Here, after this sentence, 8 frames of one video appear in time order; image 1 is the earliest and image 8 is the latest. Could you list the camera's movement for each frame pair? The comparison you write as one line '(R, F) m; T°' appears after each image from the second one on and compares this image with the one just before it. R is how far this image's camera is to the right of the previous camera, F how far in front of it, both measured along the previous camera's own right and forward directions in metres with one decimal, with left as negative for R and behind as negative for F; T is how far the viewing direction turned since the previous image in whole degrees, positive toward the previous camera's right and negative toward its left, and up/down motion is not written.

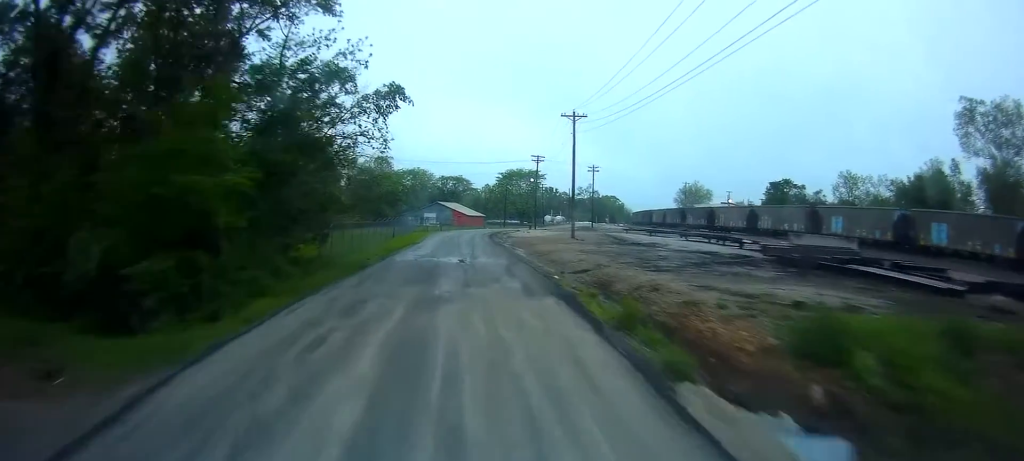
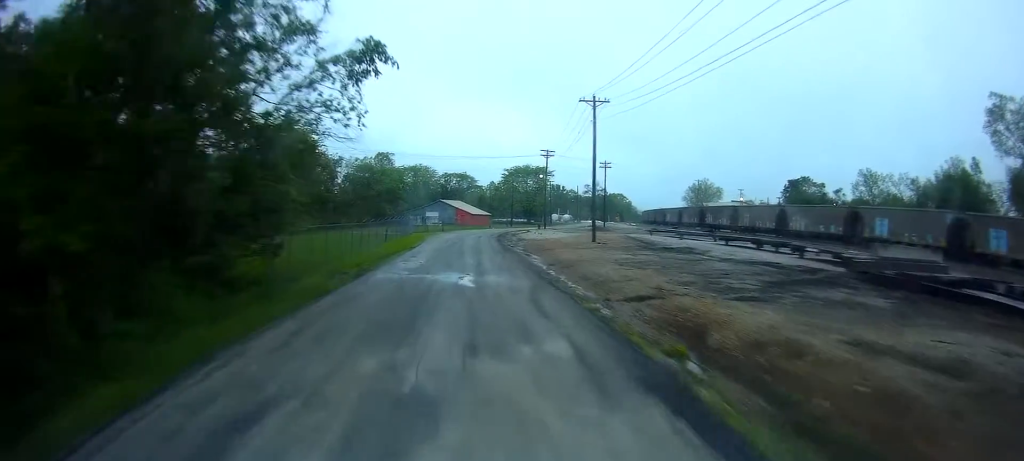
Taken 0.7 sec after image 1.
(-0.3, +7.4) m; -2°
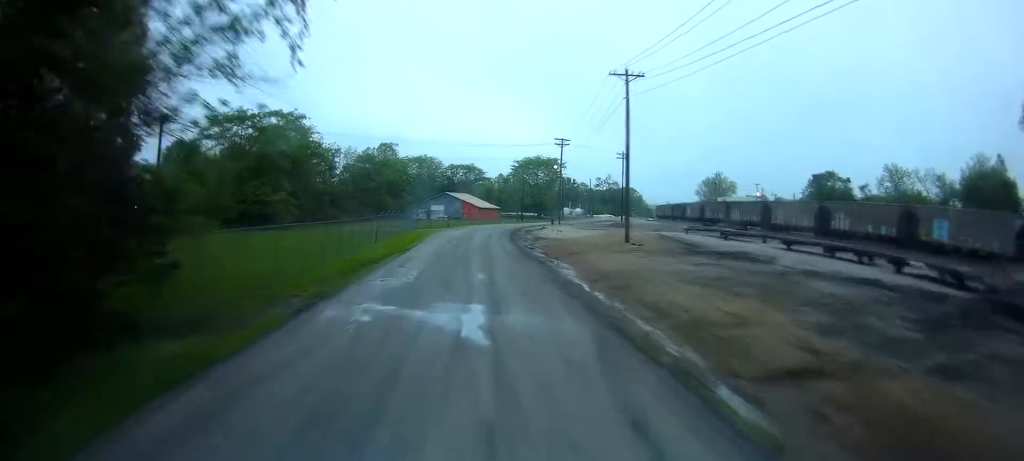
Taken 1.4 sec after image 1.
(-0.1, +8.1) m; +3°
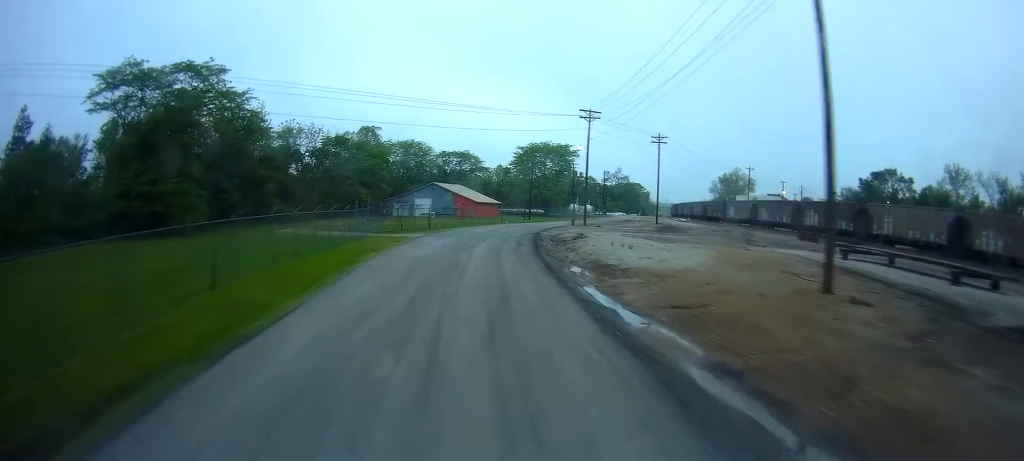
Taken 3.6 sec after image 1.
(+1.2, +25.3) m; +1°
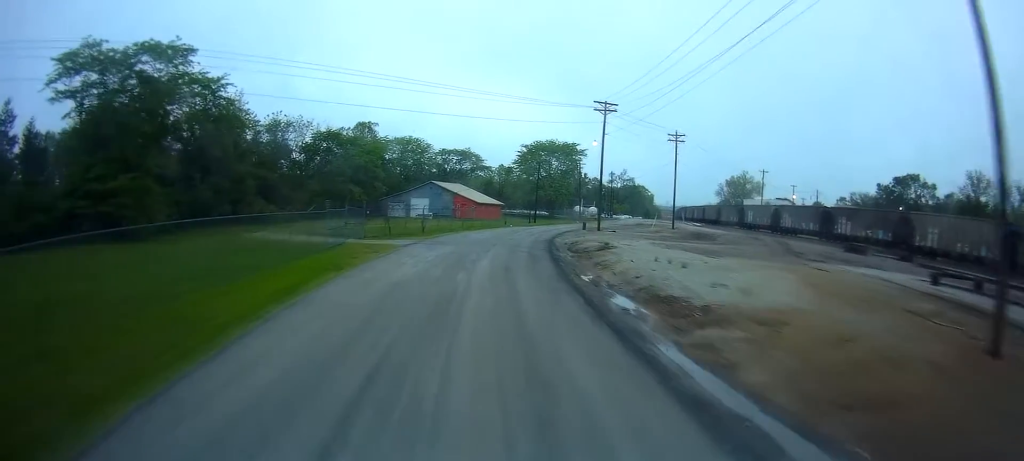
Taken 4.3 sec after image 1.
(-0.2, +7.6) m; 0°
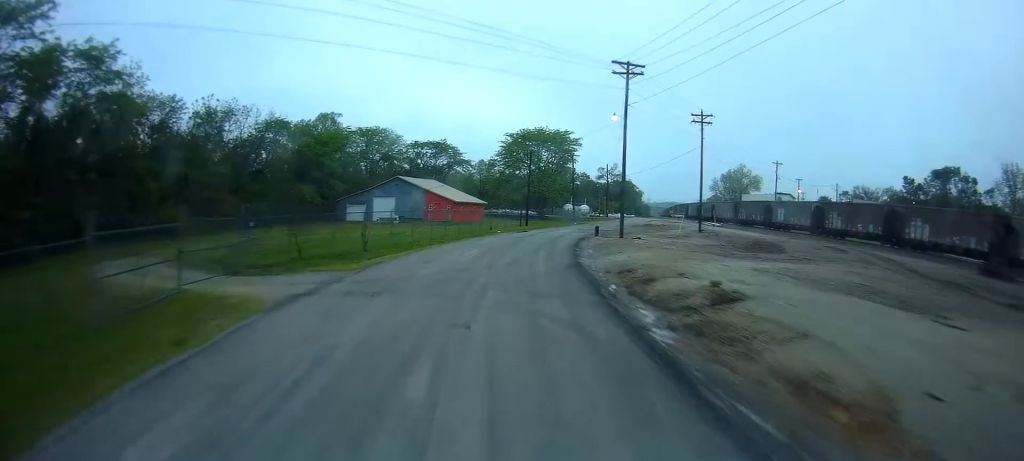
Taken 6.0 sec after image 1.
(+0.2, +17.8) m; +1°
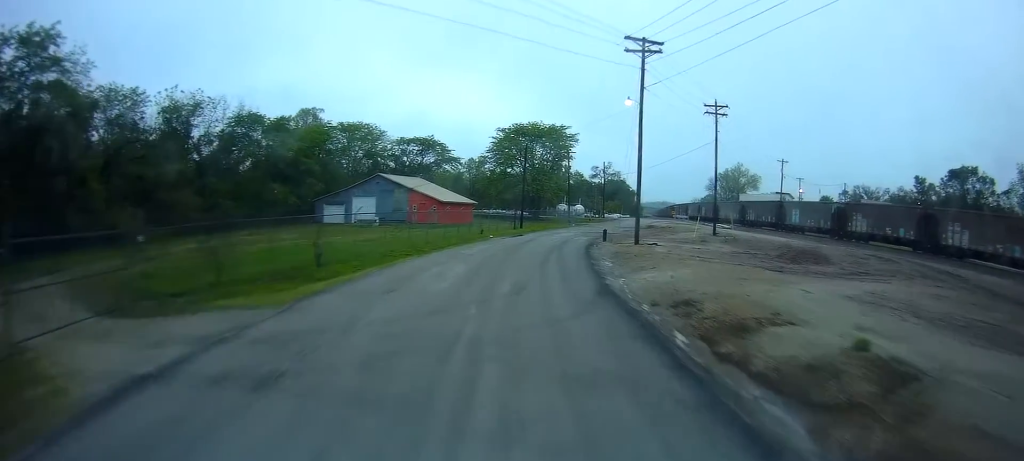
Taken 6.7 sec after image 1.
(-0.1, +7.3) m; 0°
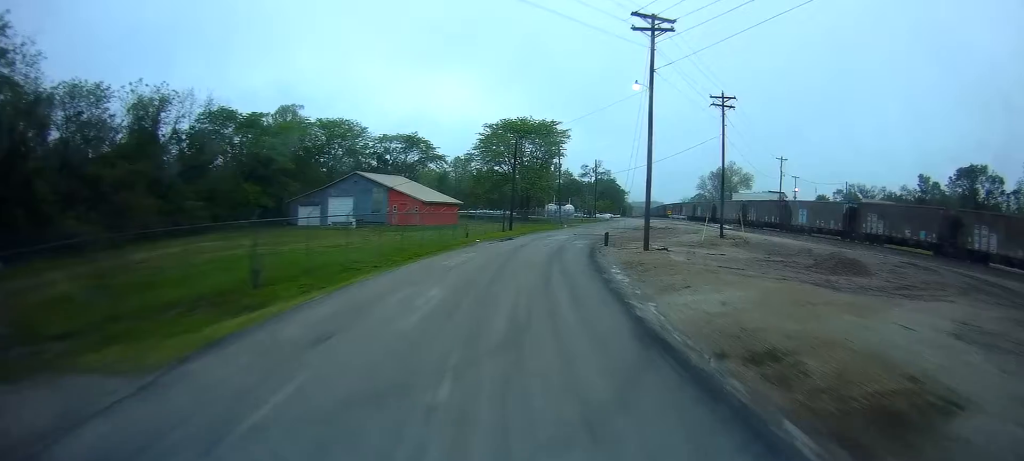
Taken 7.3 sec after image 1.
(0.0, +5.4) m; +2°
